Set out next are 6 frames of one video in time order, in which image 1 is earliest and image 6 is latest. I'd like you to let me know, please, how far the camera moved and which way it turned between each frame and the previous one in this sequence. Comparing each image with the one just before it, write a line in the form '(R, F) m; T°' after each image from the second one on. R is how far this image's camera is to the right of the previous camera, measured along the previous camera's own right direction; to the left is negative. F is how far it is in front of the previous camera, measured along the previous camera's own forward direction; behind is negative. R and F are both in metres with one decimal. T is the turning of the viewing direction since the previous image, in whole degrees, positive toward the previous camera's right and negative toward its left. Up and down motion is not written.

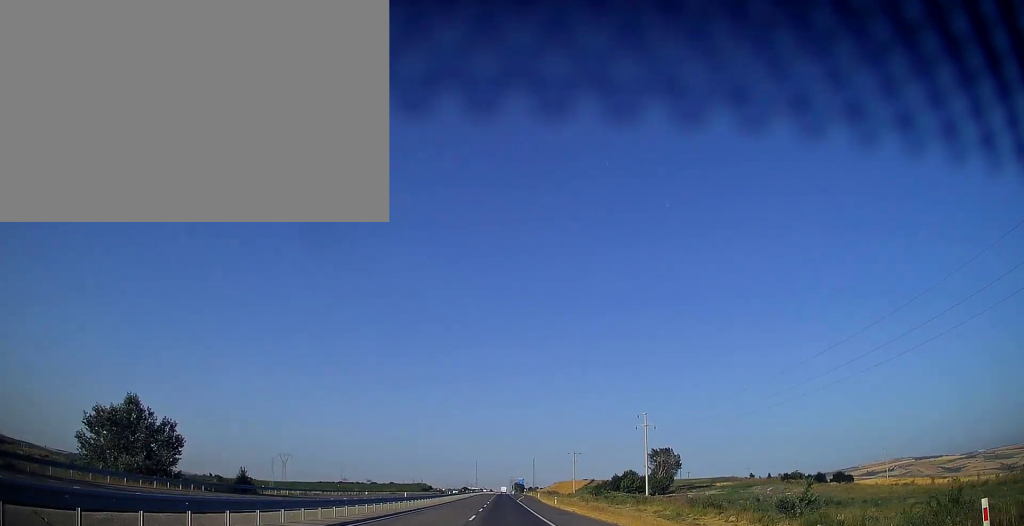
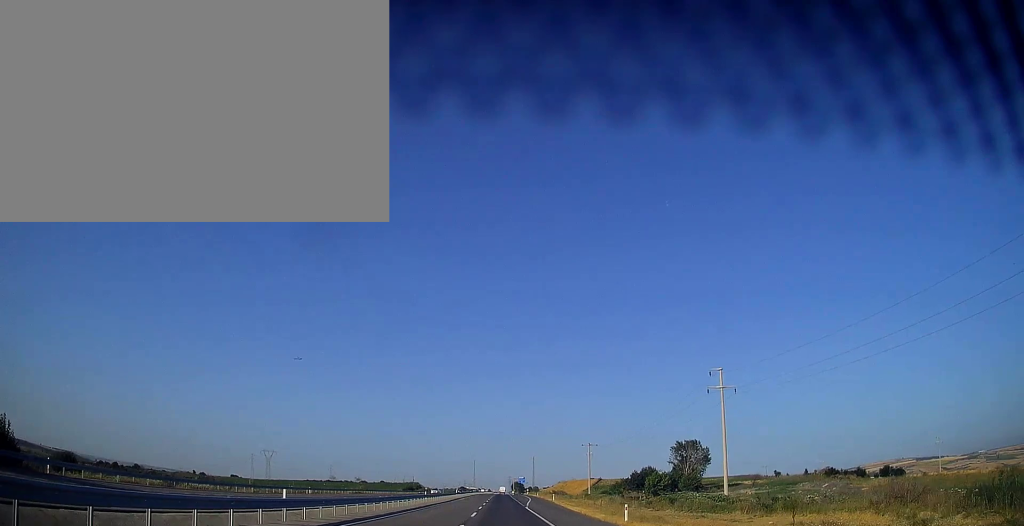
(+0.2, +33.6) m; 0°
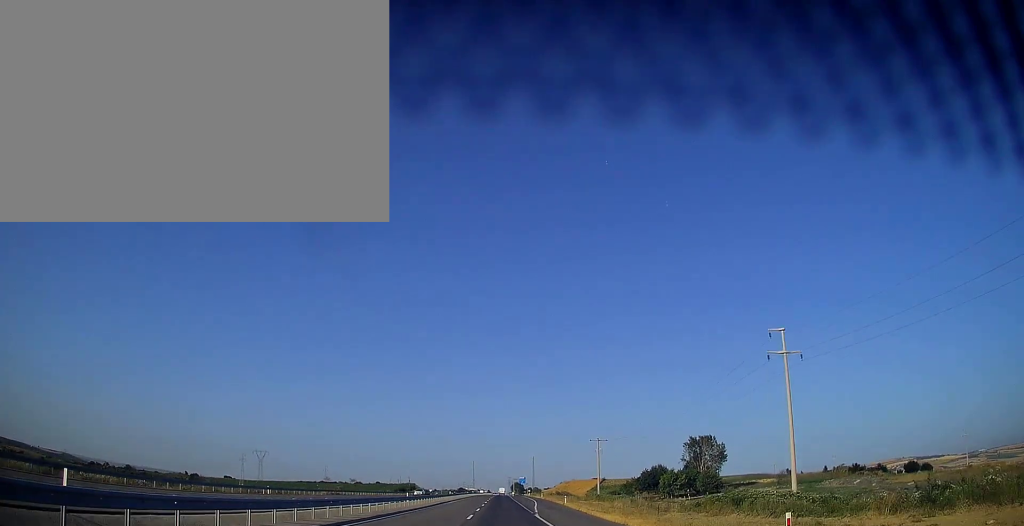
(0.0, +14.7) m; 0°
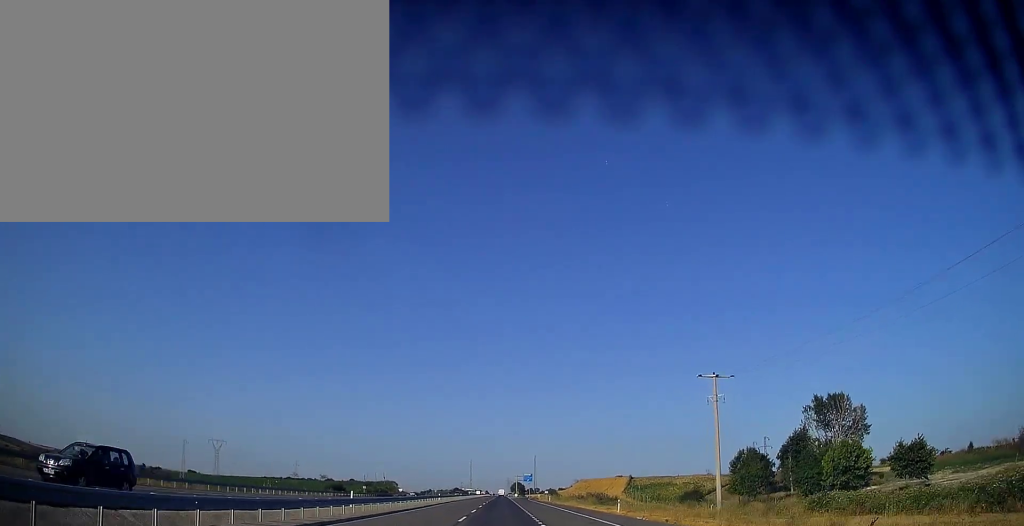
(+0.1, +74.4) m; 0°
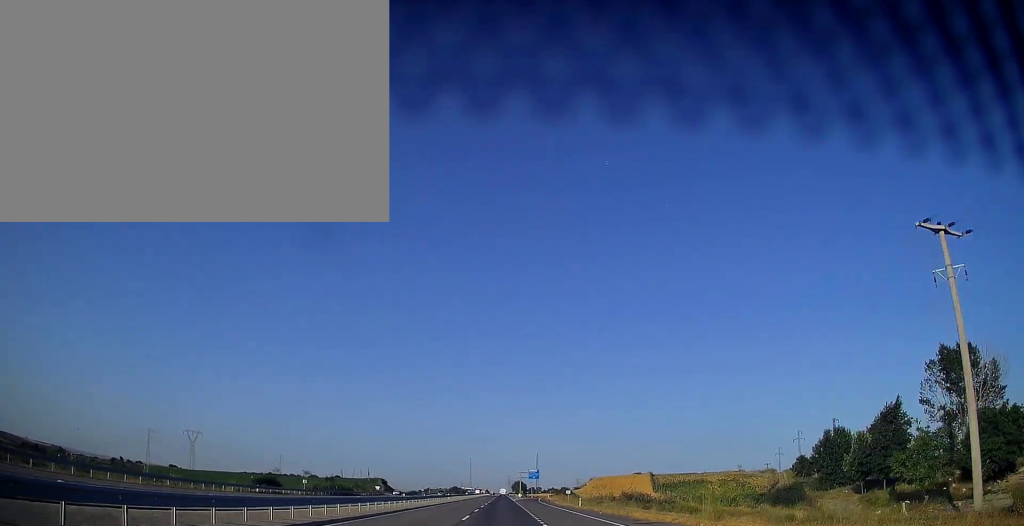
(+0.1, +35.2) m; 0°
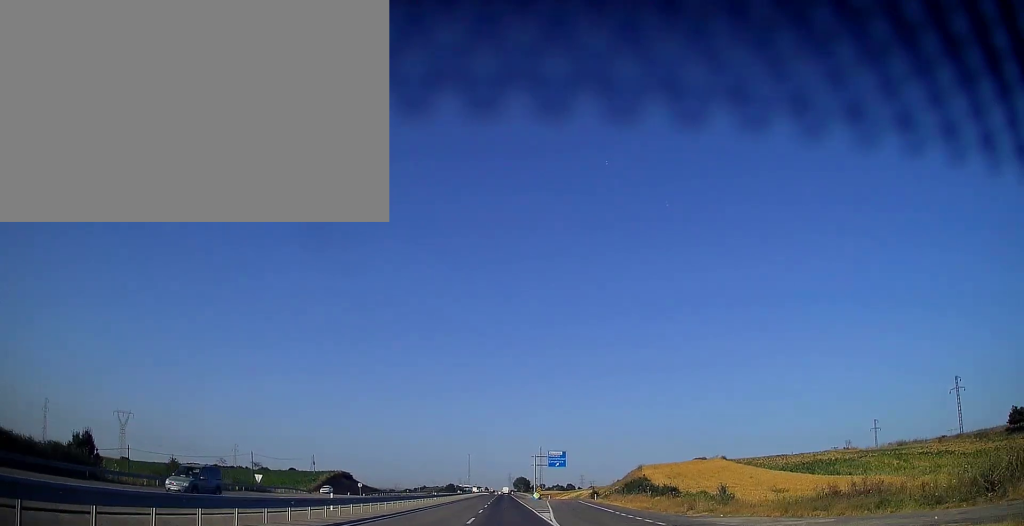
(-0.1, +75.4) m; 0°
